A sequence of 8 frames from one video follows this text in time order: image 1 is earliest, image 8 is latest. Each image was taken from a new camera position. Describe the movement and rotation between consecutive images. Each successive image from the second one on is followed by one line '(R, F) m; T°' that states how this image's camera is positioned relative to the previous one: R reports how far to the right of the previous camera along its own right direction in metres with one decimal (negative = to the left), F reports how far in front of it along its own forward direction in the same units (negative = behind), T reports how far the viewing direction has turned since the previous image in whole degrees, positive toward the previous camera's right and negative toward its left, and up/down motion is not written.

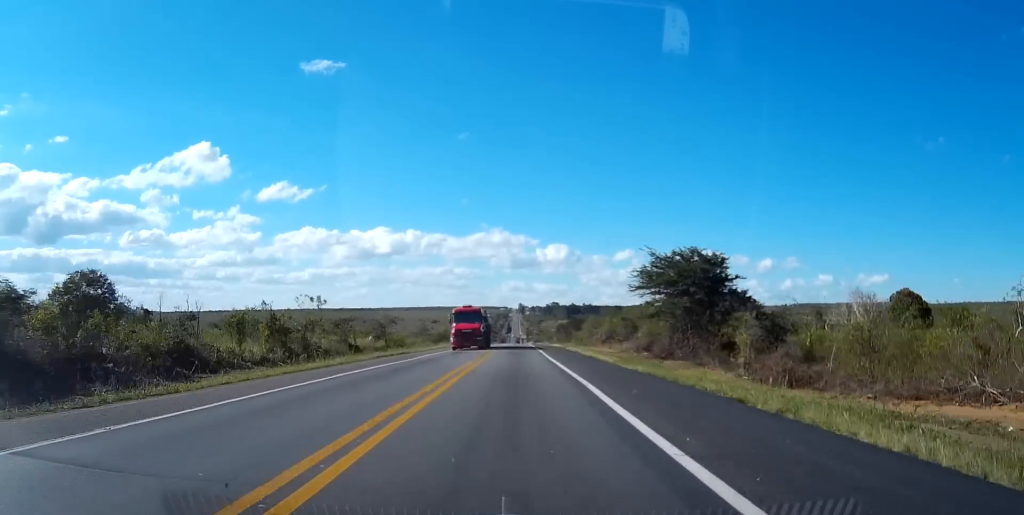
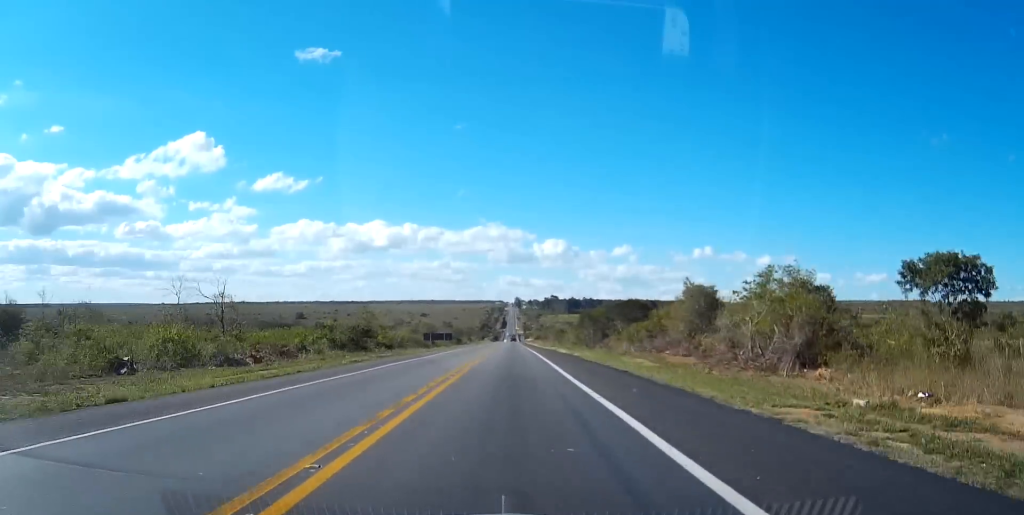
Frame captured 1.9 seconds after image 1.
(+0.1, +93.7) m; 0°
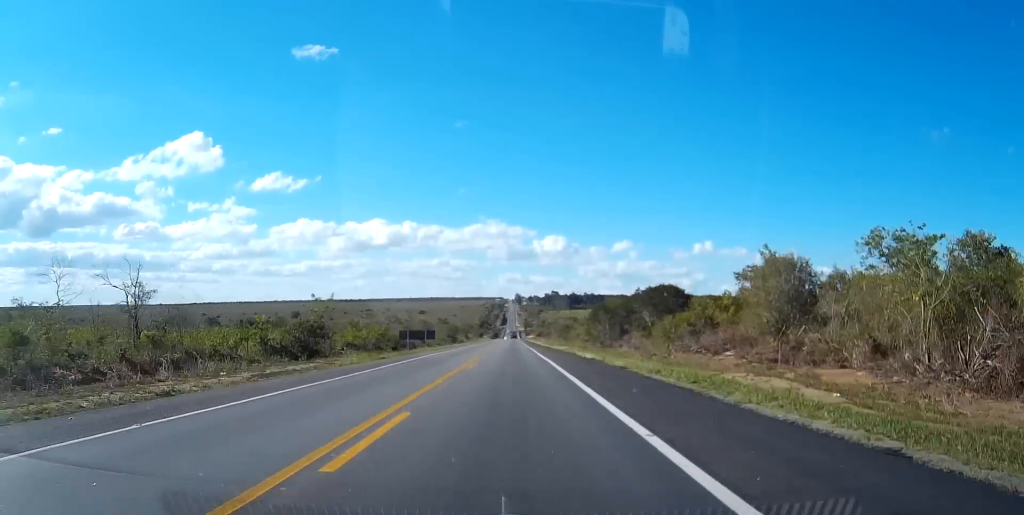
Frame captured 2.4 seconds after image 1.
(0.0, +22.7) m; 0°
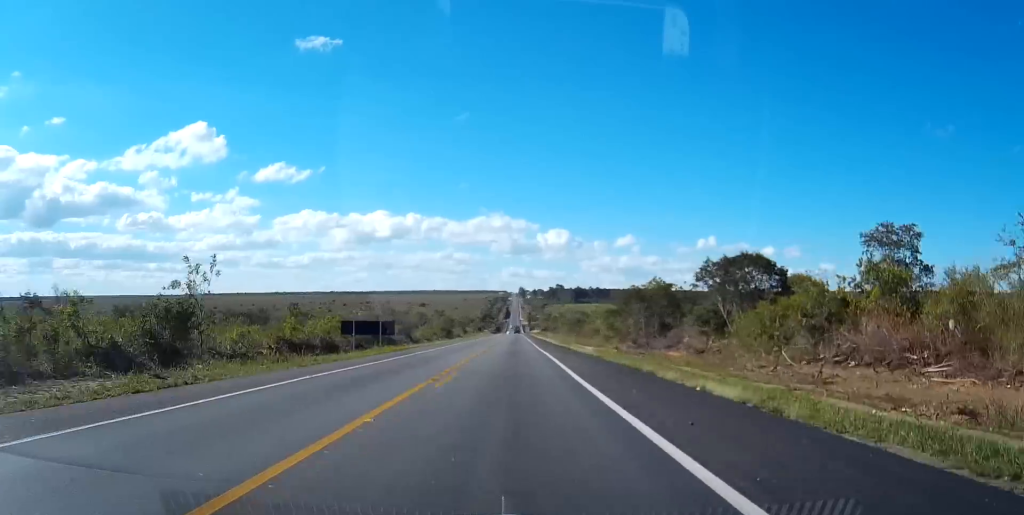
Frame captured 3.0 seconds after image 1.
(0.0, +29.1) m; 0°
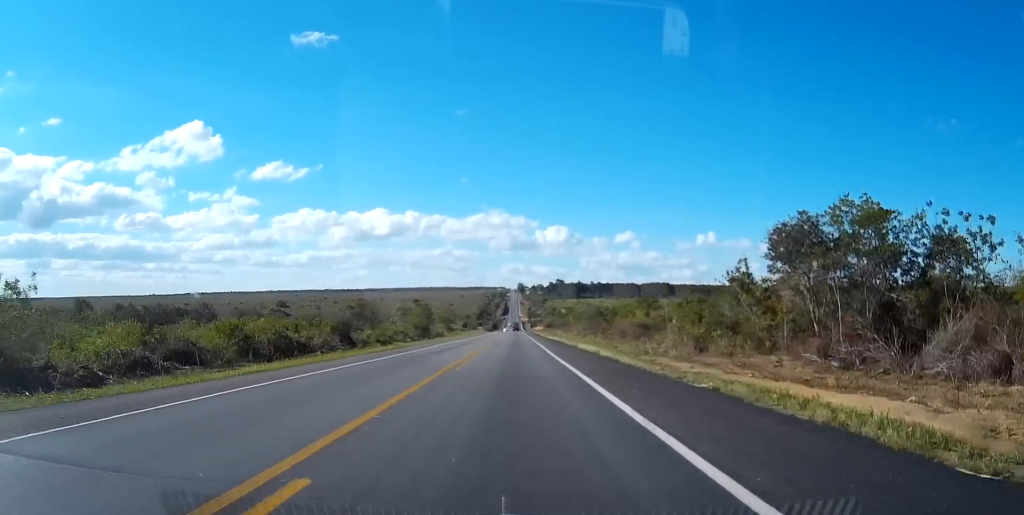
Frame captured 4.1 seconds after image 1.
(-0.1, +53.2) m; 0°
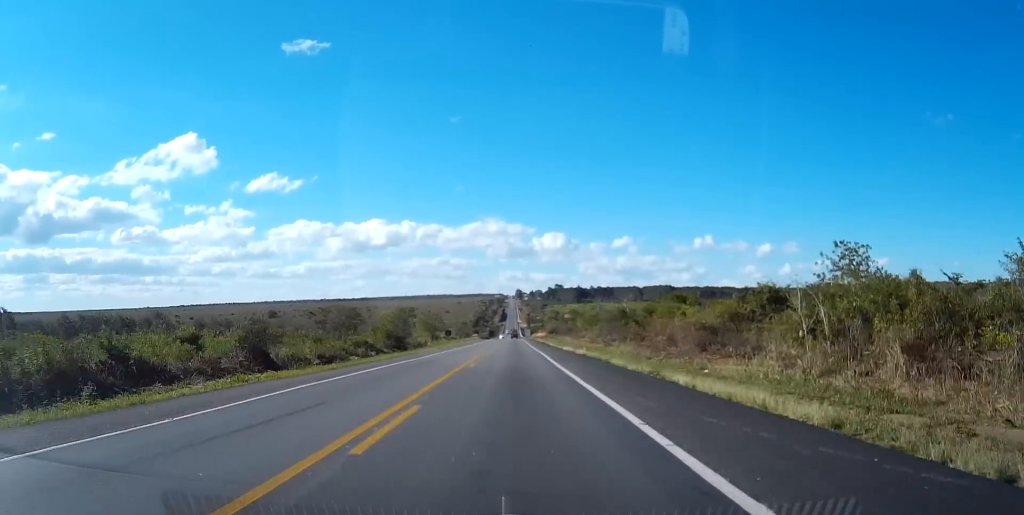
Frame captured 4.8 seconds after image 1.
(0.0, +32.2) m; 0°
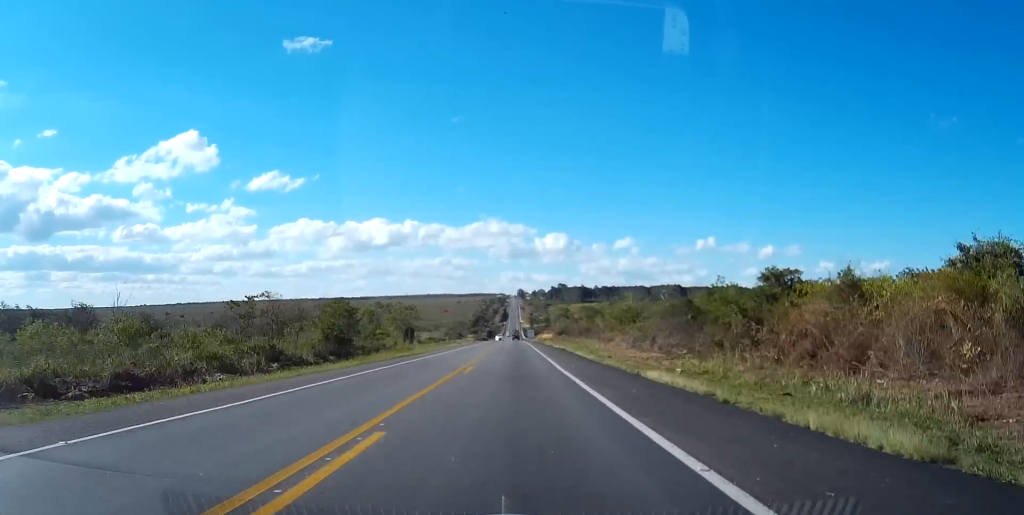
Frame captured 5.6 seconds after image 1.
(+0.1, +41.9) m; 0°
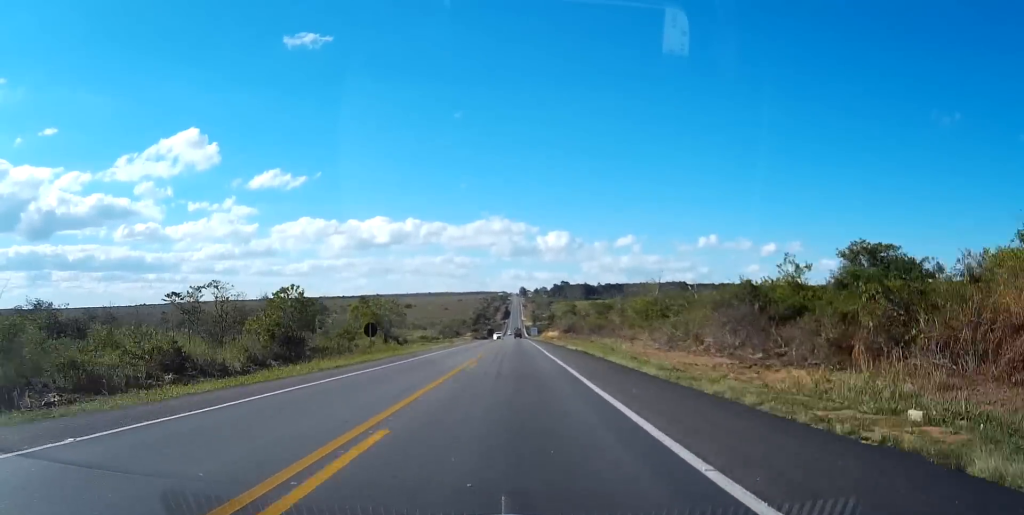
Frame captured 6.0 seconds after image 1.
(-0.1, +19.4) m; 0°
